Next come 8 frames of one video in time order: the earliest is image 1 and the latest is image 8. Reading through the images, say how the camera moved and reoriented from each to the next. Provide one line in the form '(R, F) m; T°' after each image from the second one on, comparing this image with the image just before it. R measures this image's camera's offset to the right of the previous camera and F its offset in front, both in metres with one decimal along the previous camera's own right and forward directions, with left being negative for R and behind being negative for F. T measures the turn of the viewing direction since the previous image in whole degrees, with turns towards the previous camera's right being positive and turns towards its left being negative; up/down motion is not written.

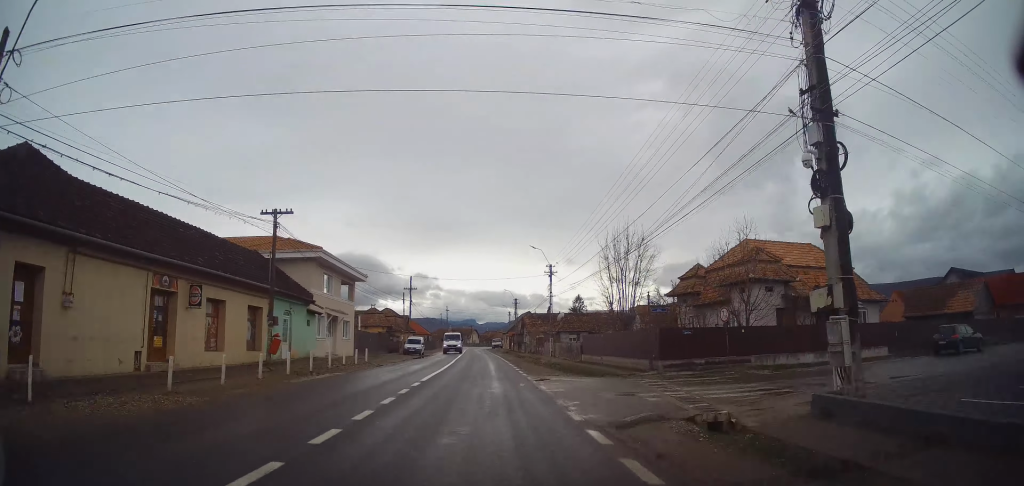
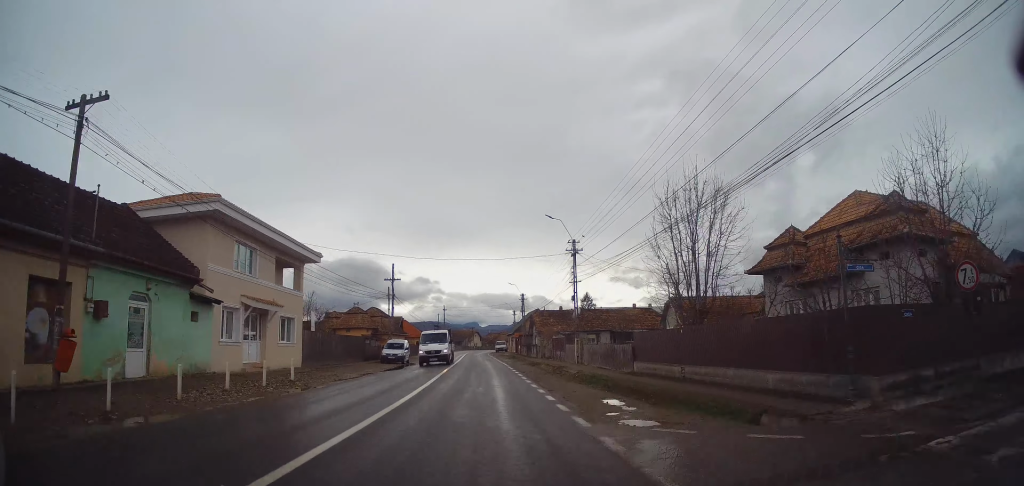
(-0.2, +12.2) m; 0°
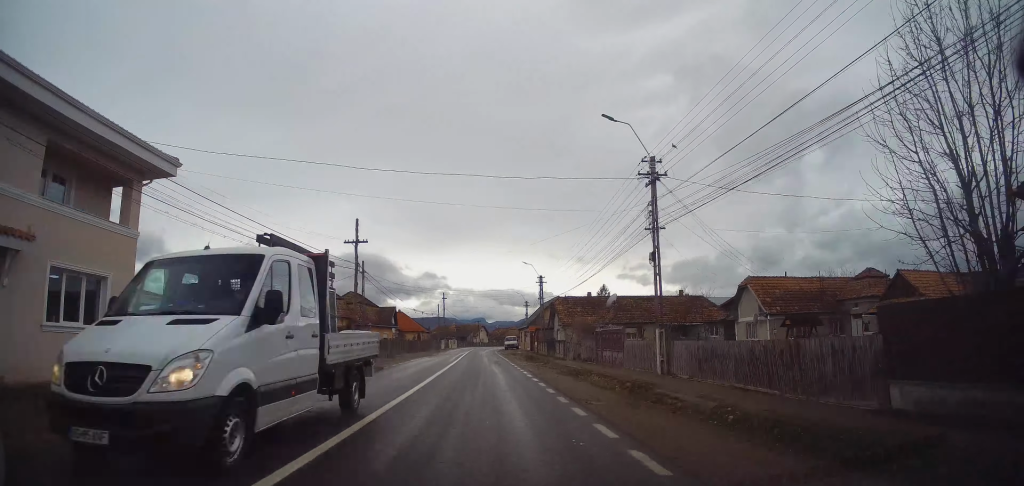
(+0.2, +15.6) m; +1°
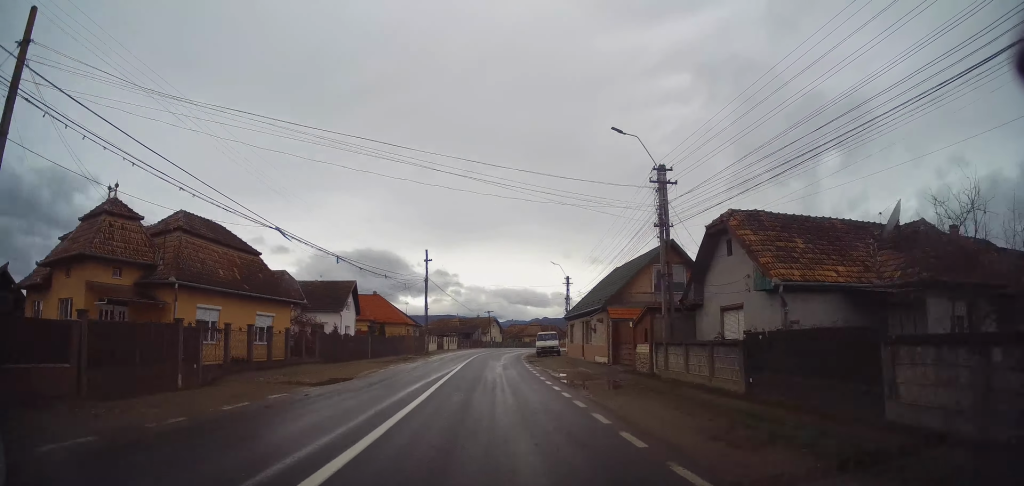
(-0.4, +36.3) m; -1°
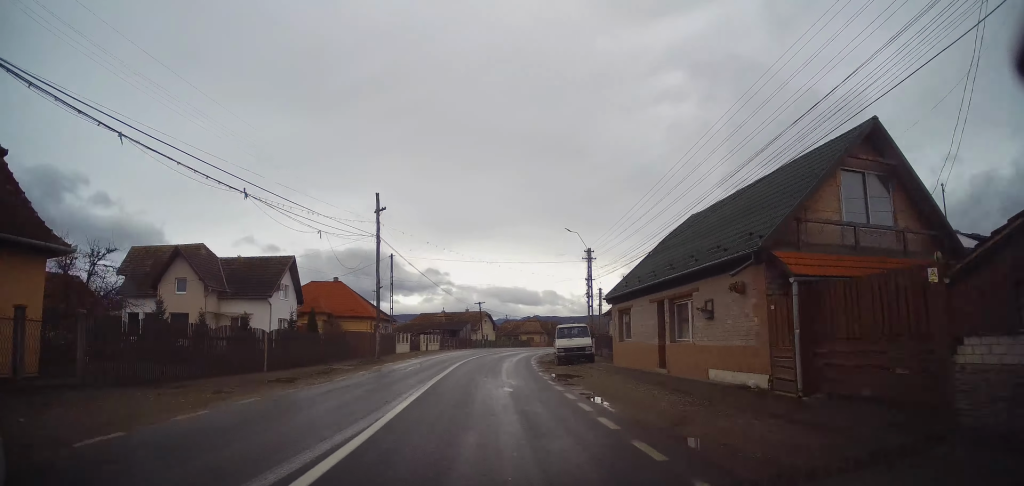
(-0.1, +16.6) m; 0°
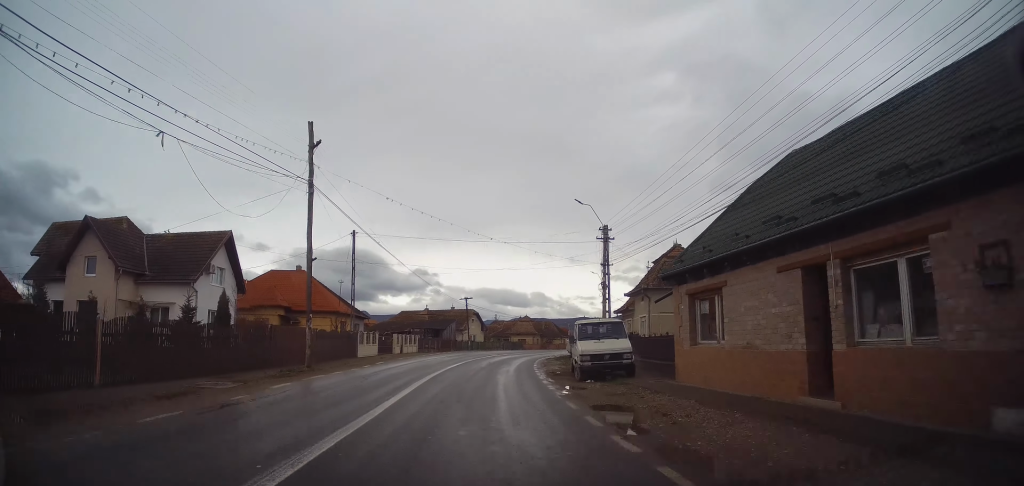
(+0.1, +9.3) m; +1°
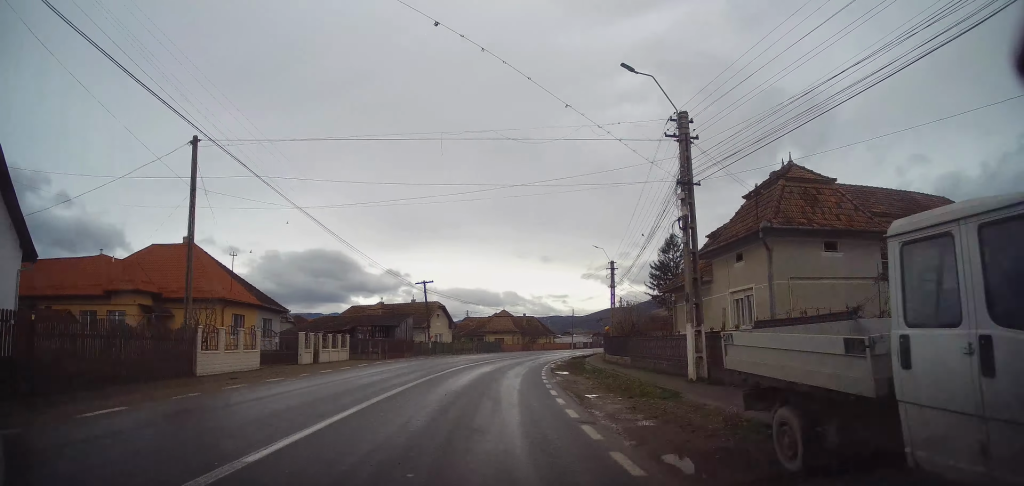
(0.0, +17.0) m; +3°
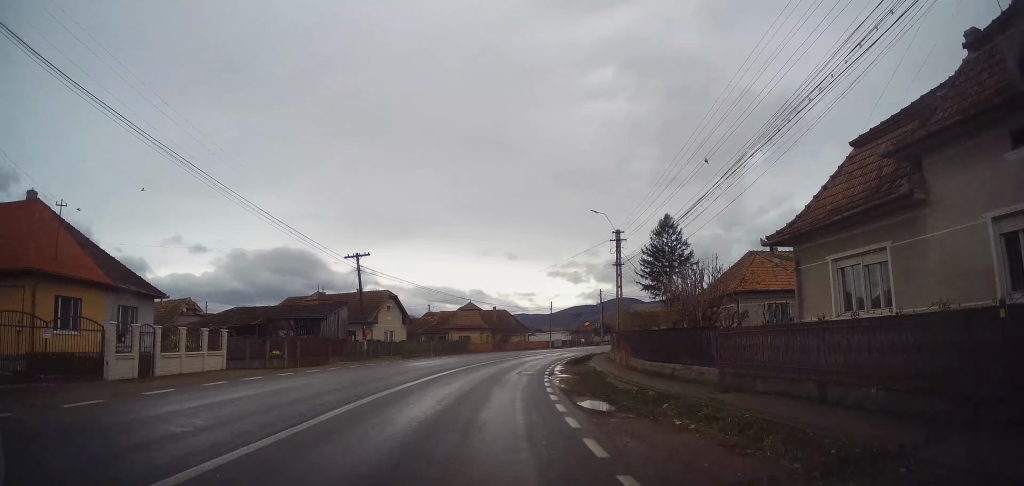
(+0.4, +12.9) m; +4°
